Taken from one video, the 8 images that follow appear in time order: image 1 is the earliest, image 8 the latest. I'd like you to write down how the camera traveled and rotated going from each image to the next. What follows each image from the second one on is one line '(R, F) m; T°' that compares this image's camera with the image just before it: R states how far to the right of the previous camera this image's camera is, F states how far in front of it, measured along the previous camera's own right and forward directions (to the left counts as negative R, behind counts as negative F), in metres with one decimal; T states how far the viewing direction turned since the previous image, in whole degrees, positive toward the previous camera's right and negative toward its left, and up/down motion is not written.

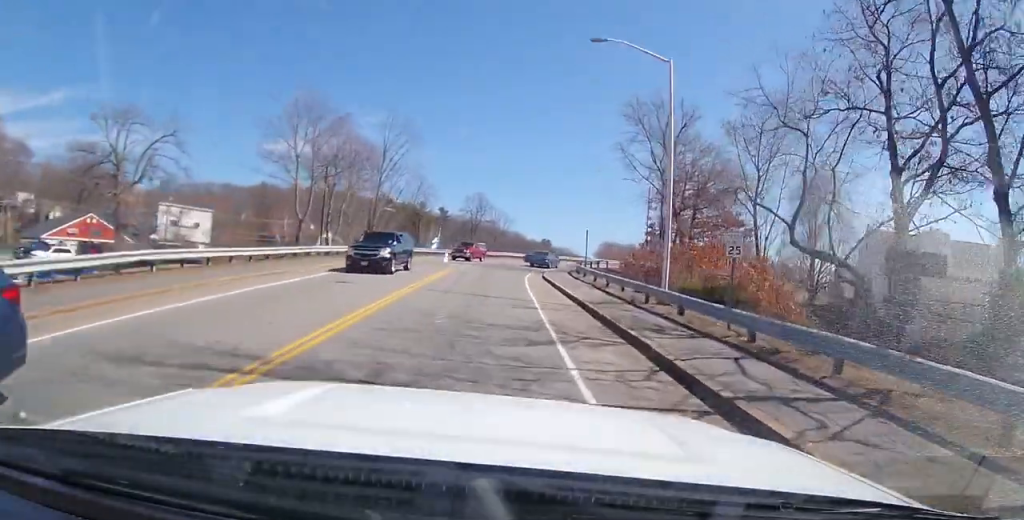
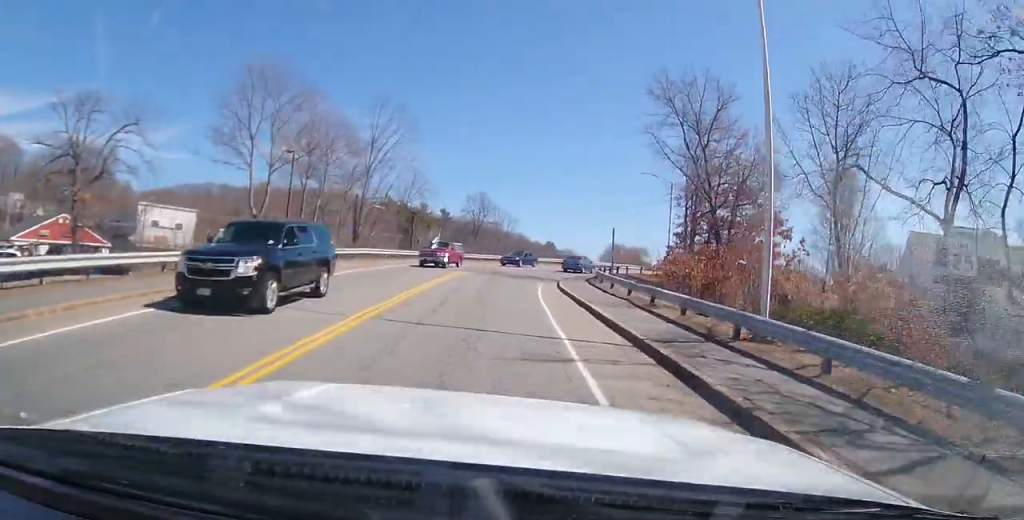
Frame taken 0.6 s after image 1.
(+0.1, +7.6) m; -1°
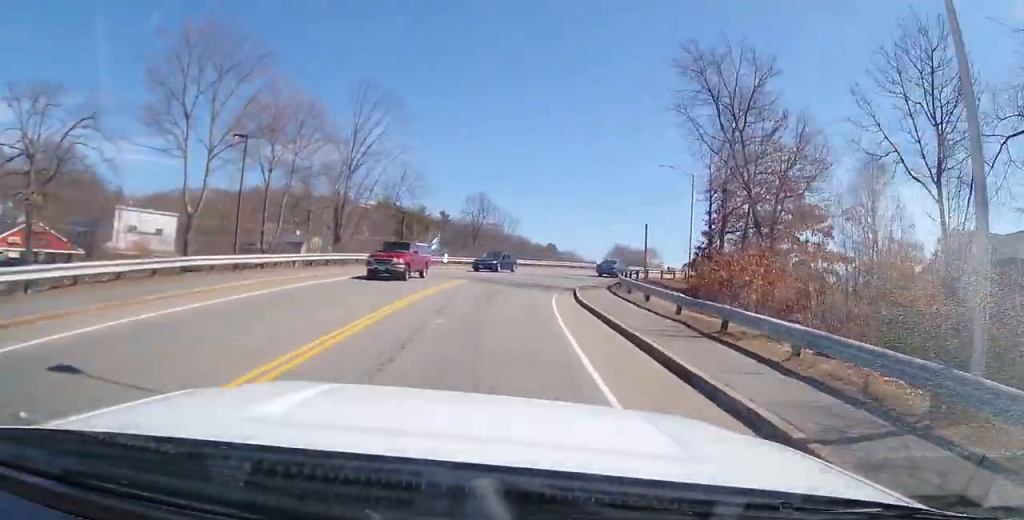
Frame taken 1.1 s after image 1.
(-0.3, +6.7) m; 0°
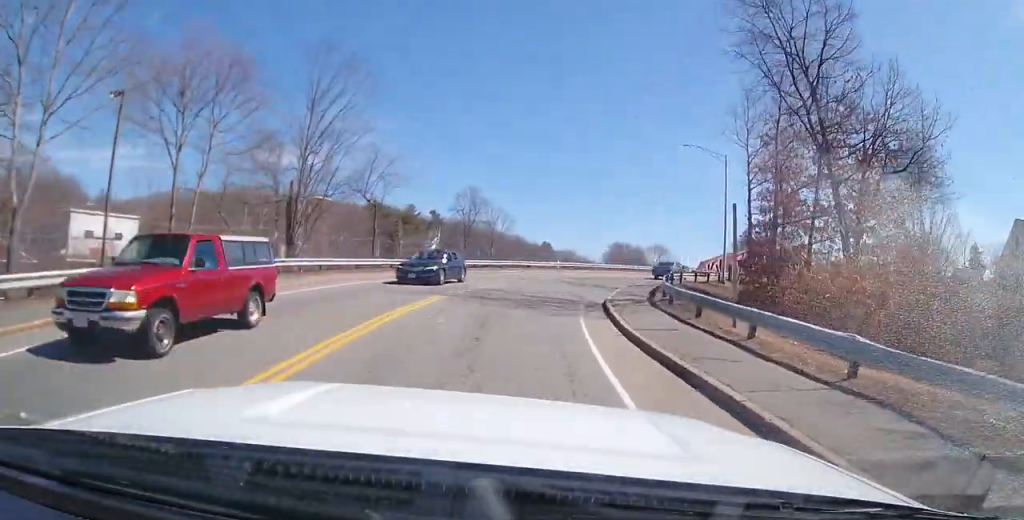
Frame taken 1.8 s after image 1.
(0.0, +9.8) m; +2°
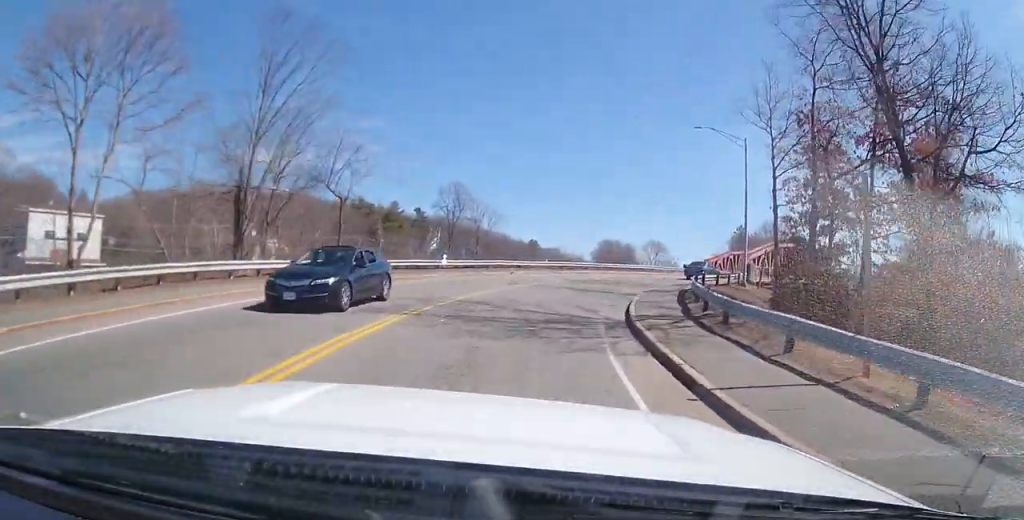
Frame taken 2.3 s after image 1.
(+0.1, +6.2) m; +2°
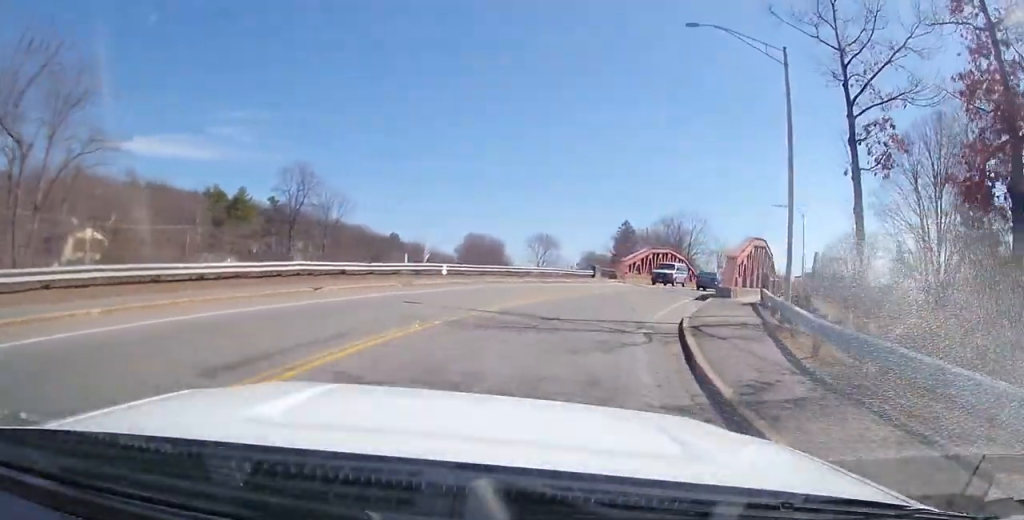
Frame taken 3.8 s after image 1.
(+1.4, +19.6) m; +9°
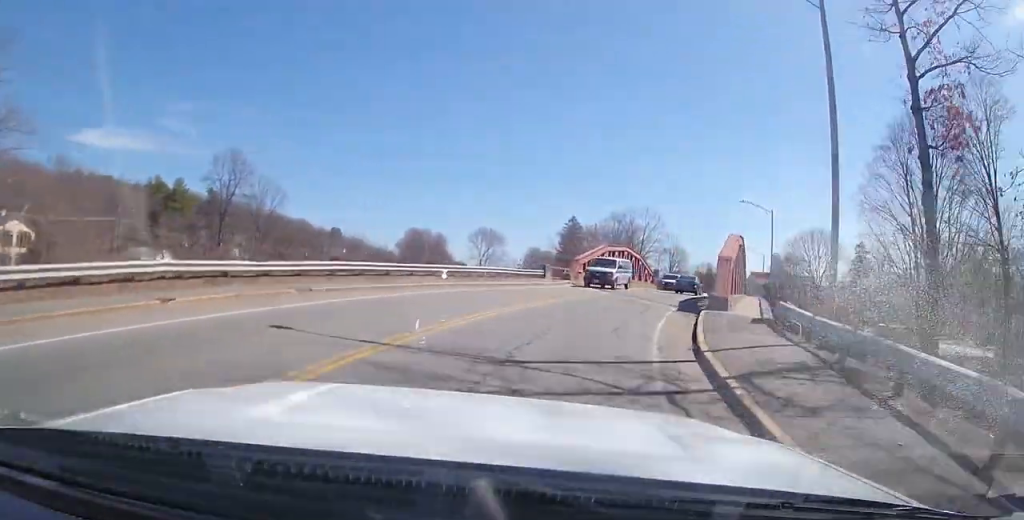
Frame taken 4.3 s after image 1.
(0.0, +6.0) m; +4°
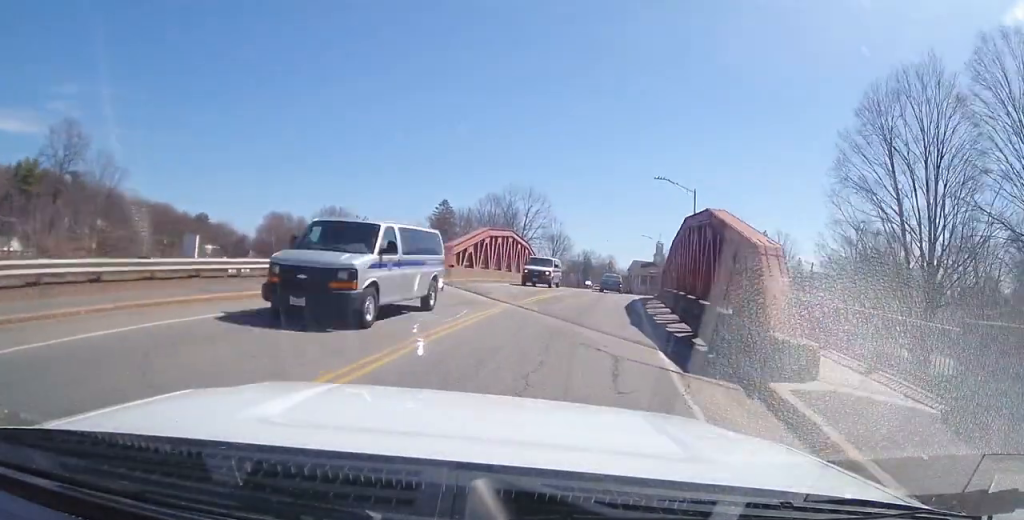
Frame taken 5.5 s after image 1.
(+1.2, +13.5) m; +10°
